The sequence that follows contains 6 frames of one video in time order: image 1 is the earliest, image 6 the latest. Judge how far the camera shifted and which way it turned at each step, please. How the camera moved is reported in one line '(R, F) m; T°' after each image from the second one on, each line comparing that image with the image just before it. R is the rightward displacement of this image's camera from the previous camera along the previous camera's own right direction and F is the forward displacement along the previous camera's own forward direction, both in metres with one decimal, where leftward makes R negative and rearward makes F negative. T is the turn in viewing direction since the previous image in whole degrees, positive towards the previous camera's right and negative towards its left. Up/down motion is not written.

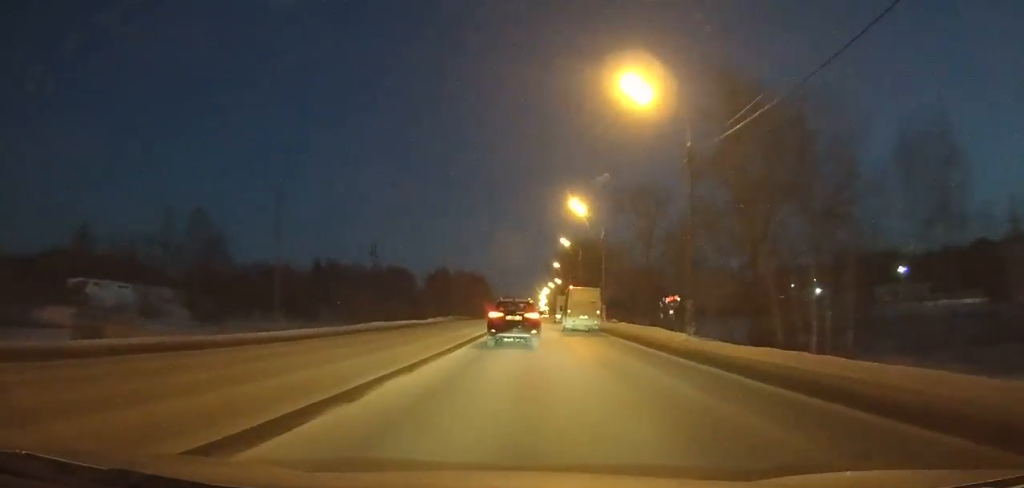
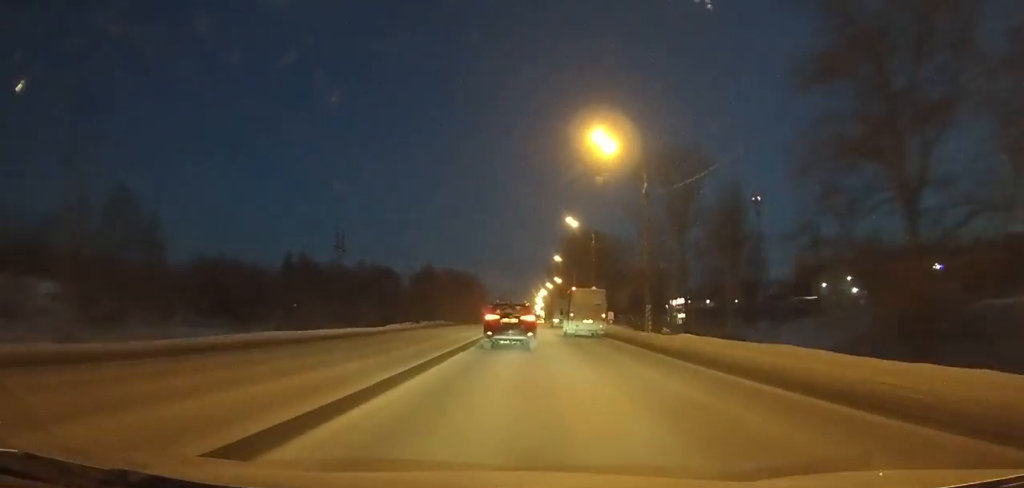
(-0.1, +21.9) m; 0°
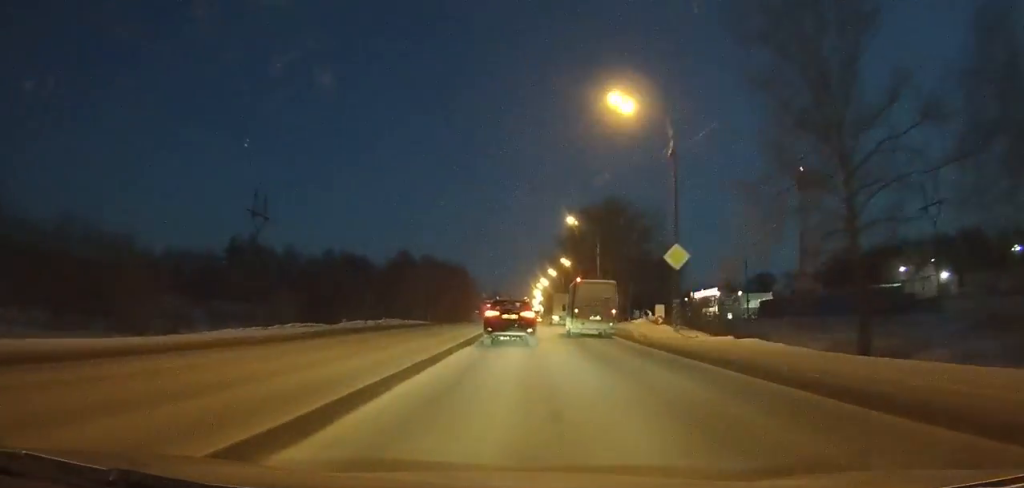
(+0.2, +35.6) m; 0°
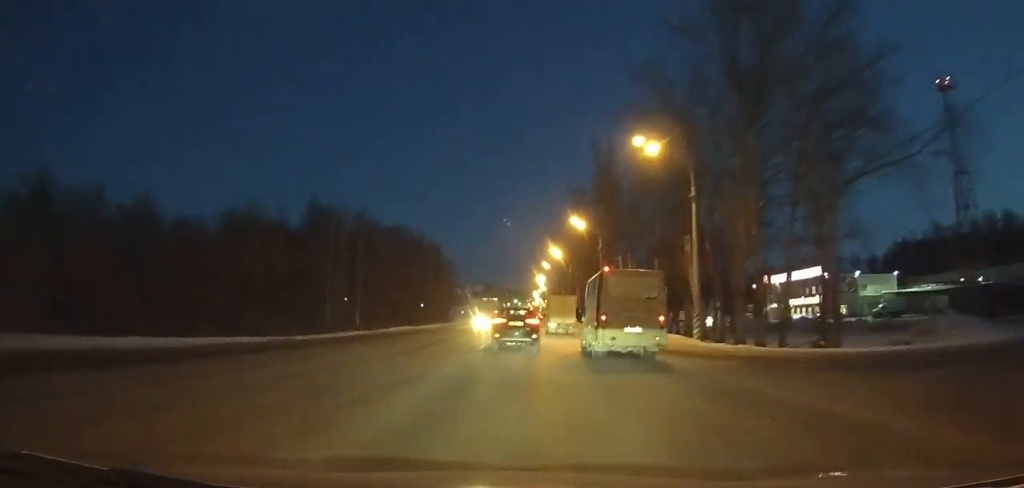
(+0.1, +67.7) m; -1°
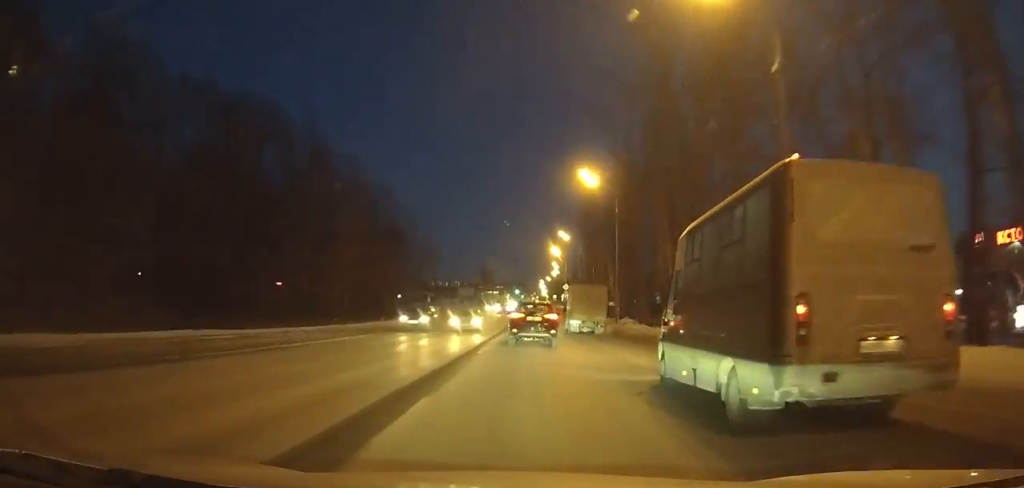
(-0.7, +71.5) m; 0°
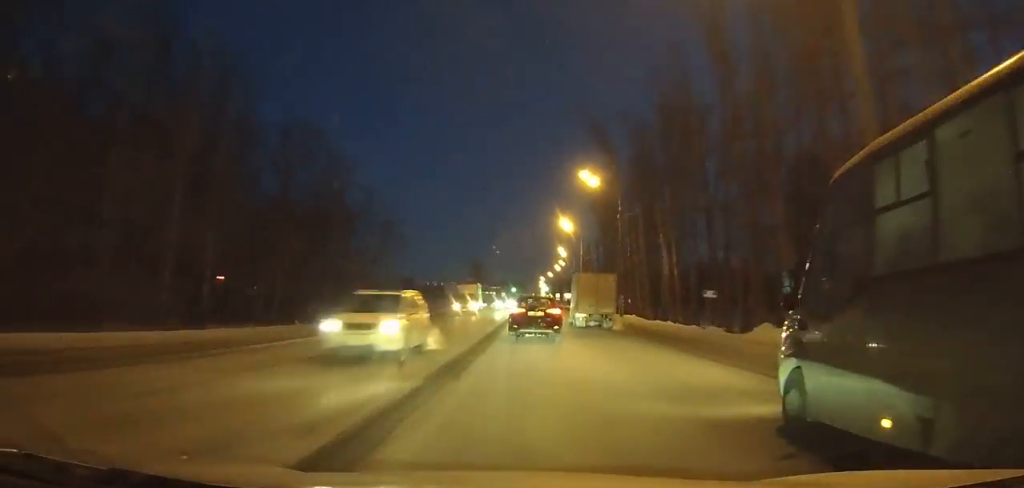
(0.0, +33.9) m; +1°
